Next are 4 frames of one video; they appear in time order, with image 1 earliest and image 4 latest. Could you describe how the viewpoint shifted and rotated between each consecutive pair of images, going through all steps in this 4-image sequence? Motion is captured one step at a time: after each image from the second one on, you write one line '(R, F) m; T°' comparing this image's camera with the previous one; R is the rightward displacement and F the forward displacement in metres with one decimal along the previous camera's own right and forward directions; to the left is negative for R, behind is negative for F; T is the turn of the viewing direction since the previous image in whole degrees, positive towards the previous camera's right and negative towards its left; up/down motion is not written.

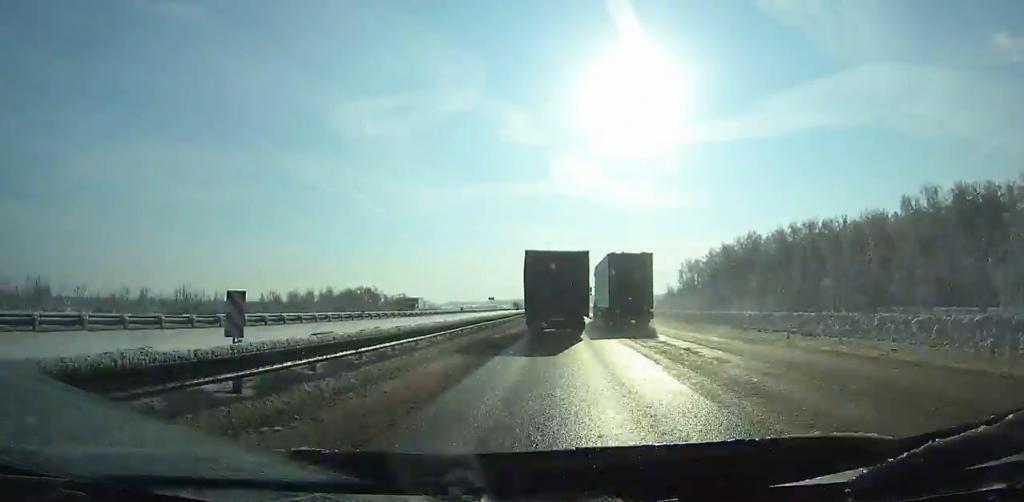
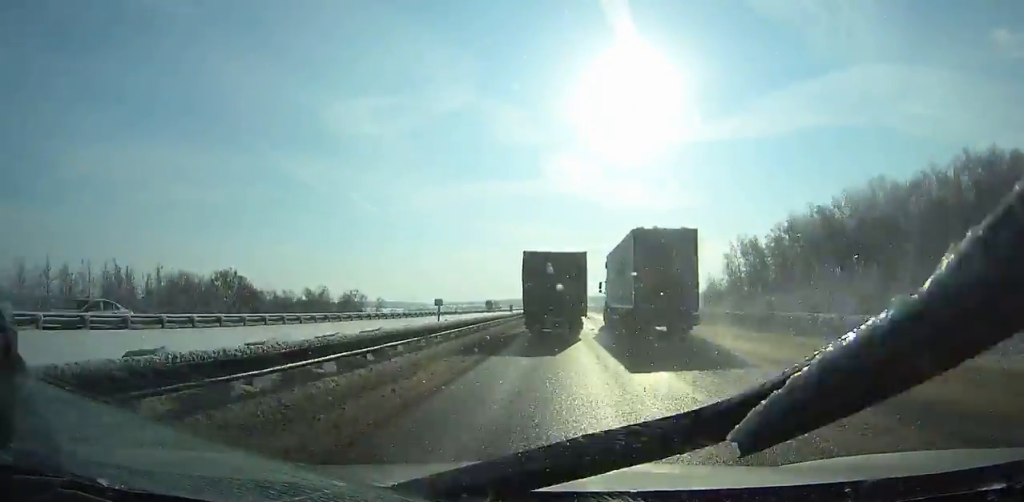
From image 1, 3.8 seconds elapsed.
(+0.3, +84.0) m; 0°
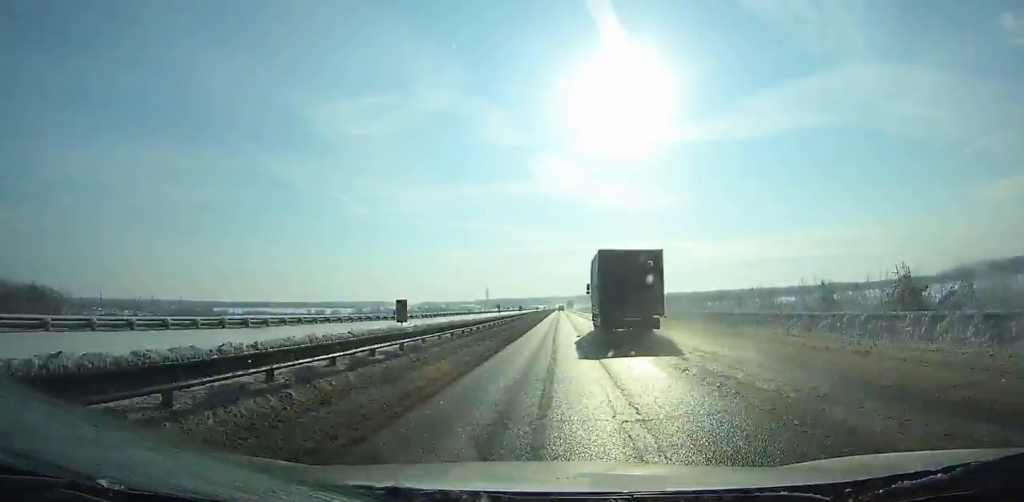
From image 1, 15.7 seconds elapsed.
(+3.7, +269.9) m; +1°
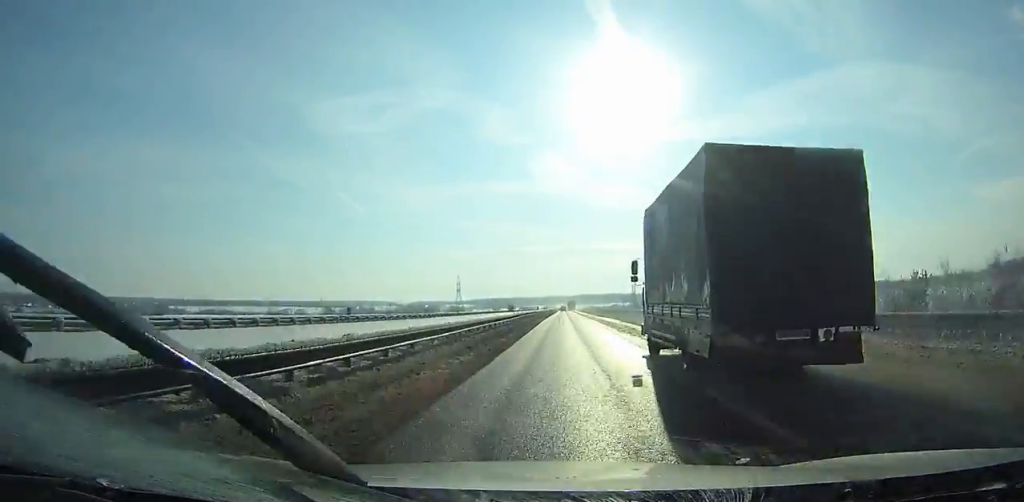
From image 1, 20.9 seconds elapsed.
(-0.2, +135.6) m; 0°
